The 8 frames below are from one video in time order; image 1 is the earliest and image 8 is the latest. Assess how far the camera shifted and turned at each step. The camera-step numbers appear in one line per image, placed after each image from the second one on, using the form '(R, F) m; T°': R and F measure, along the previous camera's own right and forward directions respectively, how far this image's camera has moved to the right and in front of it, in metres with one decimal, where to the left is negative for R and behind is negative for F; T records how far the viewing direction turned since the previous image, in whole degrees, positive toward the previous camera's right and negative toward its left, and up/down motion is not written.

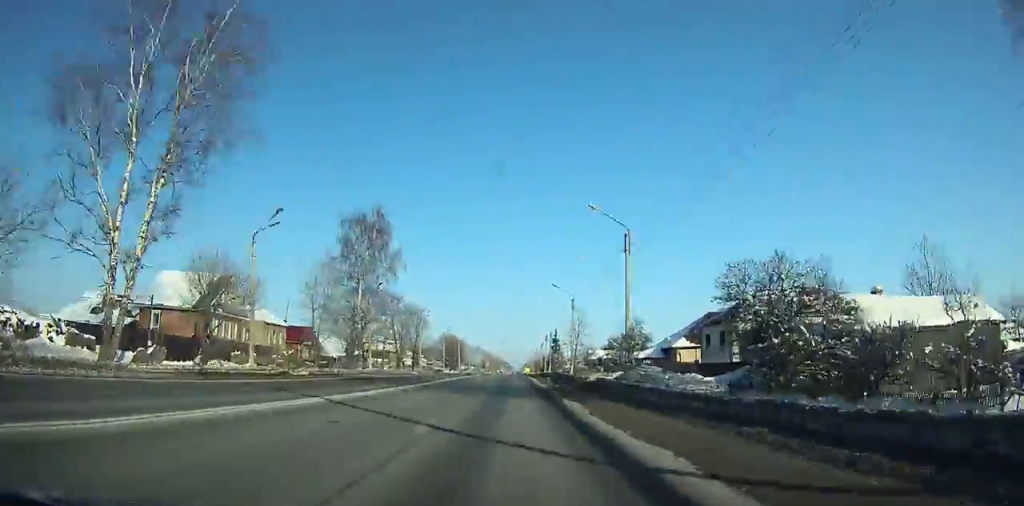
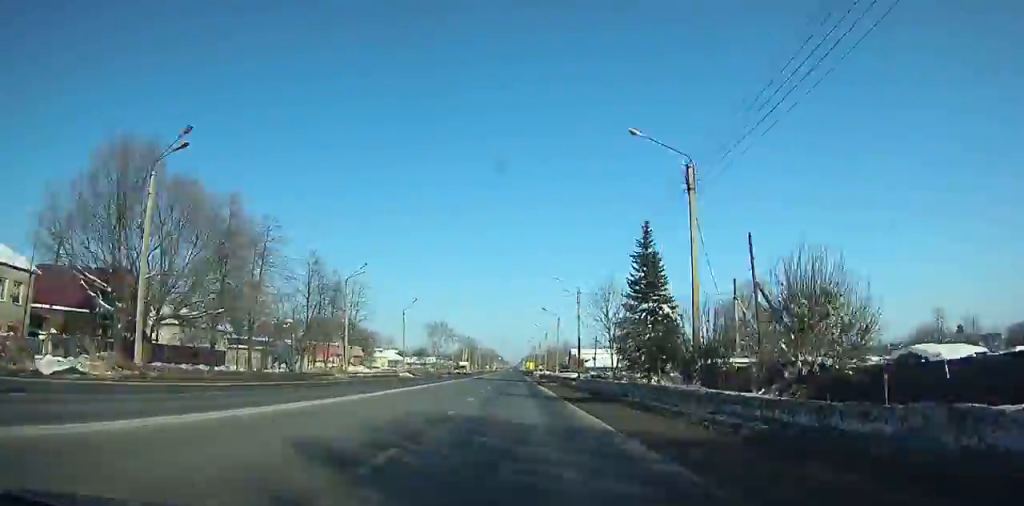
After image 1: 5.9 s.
(+1.8, +141.6) m; +1°
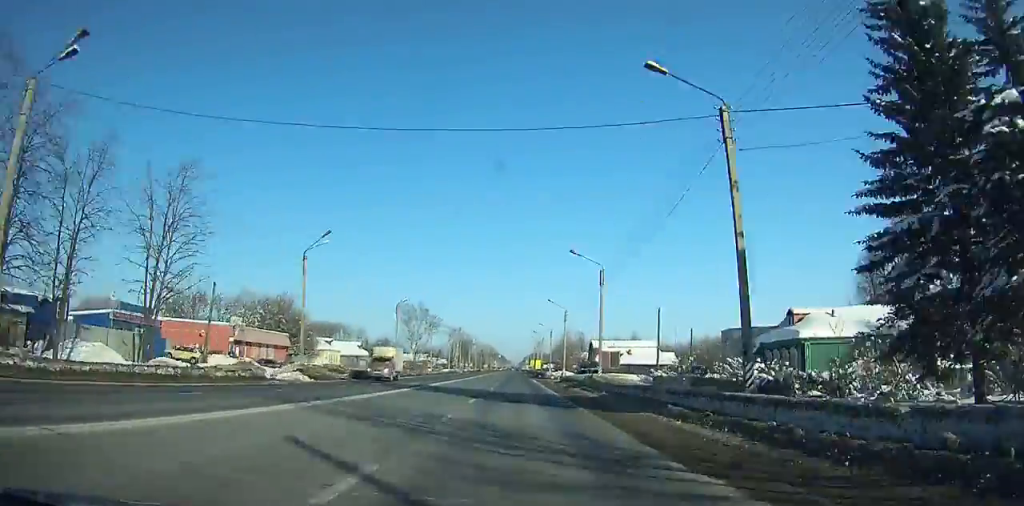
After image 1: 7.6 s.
(-0.1, +42.7) m; 0°
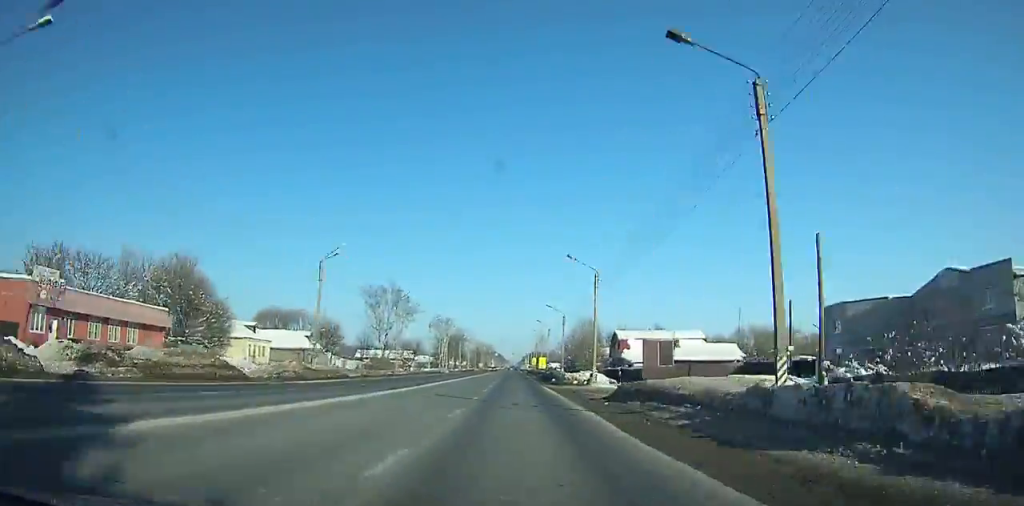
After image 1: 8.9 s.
(-0.2, +32.9) m; 0°
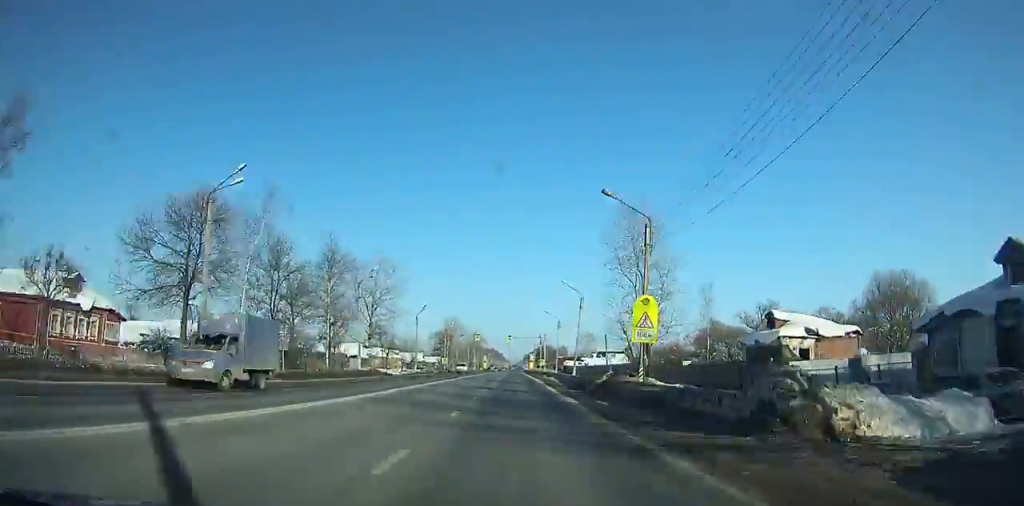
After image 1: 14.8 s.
(+0.7, +151.6) m; +1°
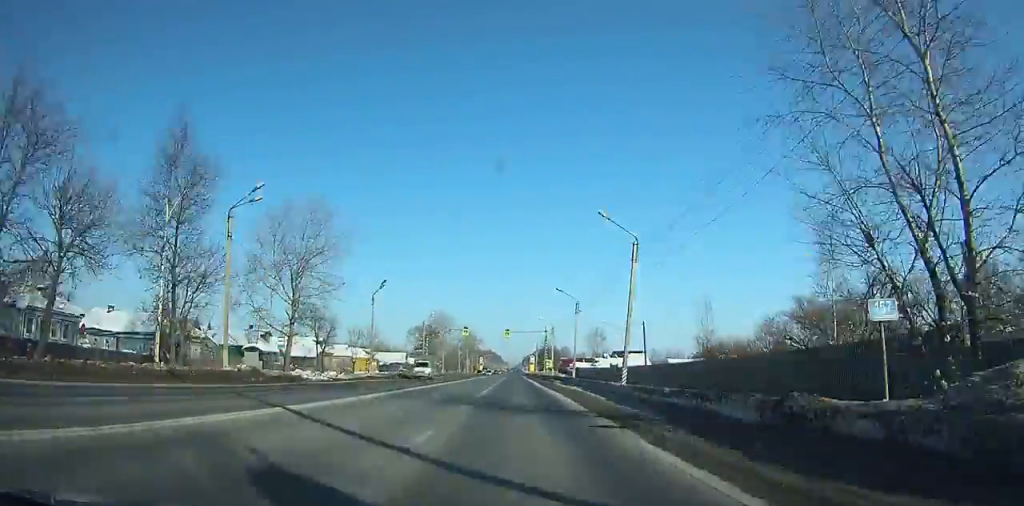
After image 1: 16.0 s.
(0.0, +30.7) m; 0°
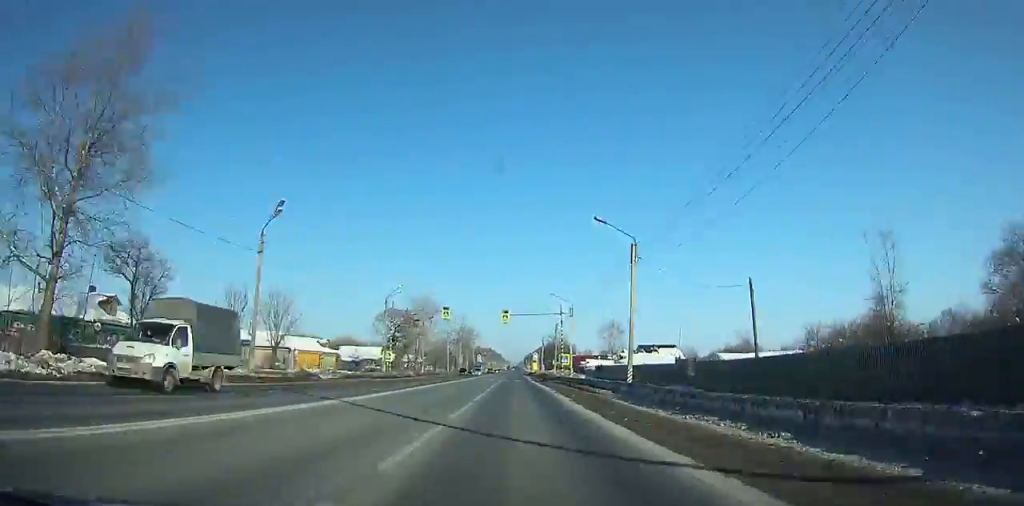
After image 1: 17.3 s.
(0.0, +33.7) m; 0°
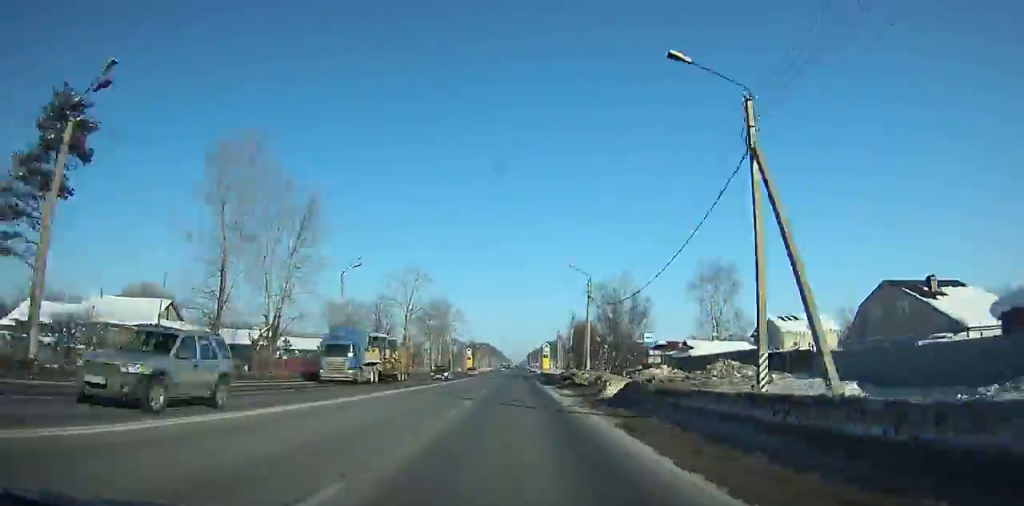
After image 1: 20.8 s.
(-0.1, +89.1) m; 0°
